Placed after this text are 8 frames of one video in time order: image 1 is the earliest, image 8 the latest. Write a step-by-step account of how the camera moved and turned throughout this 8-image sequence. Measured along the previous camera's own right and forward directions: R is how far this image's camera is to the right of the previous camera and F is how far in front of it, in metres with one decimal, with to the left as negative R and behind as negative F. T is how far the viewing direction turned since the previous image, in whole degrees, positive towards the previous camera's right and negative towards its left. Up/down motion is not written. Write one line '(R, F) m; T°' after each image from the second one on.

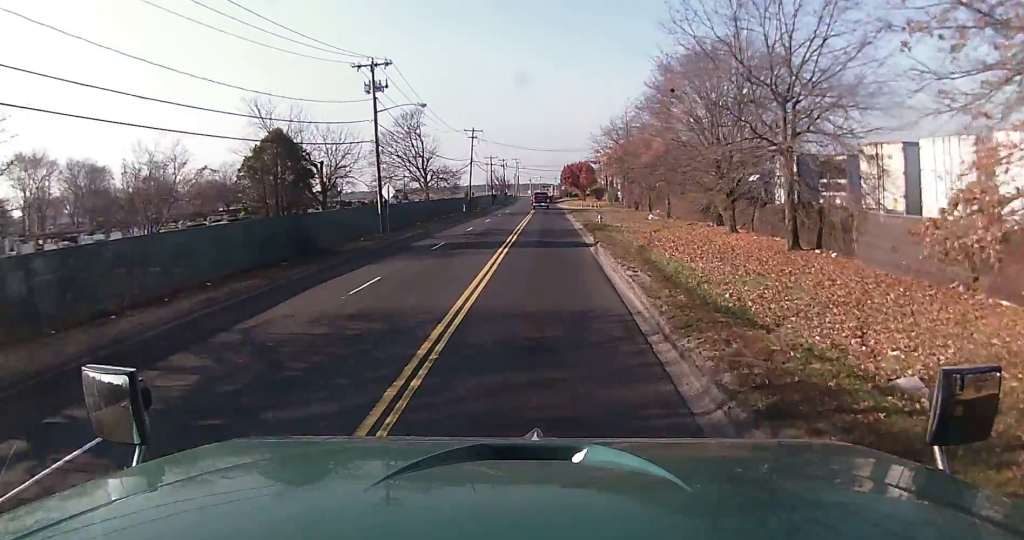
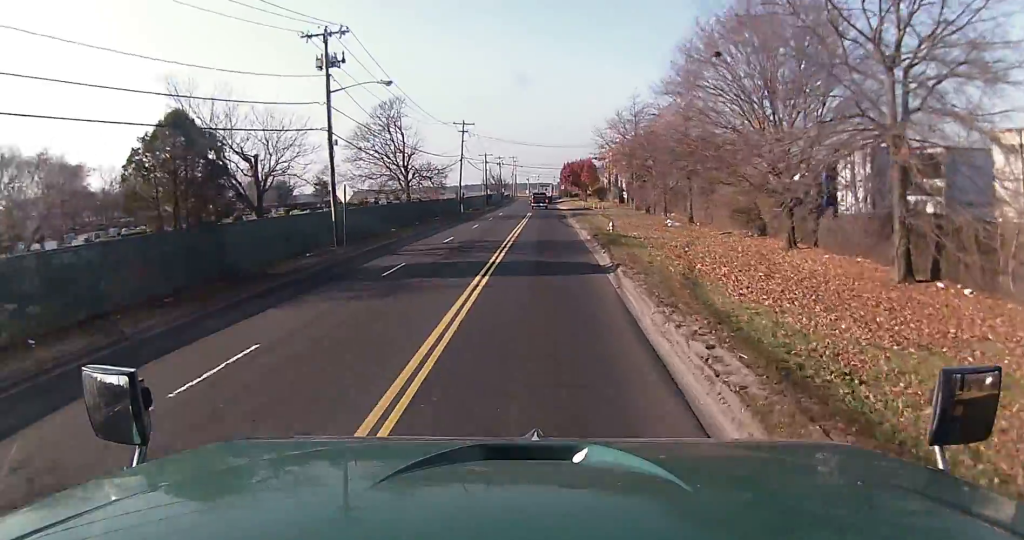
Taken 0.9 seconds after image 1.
(-0.2, +7.2) m; -1°
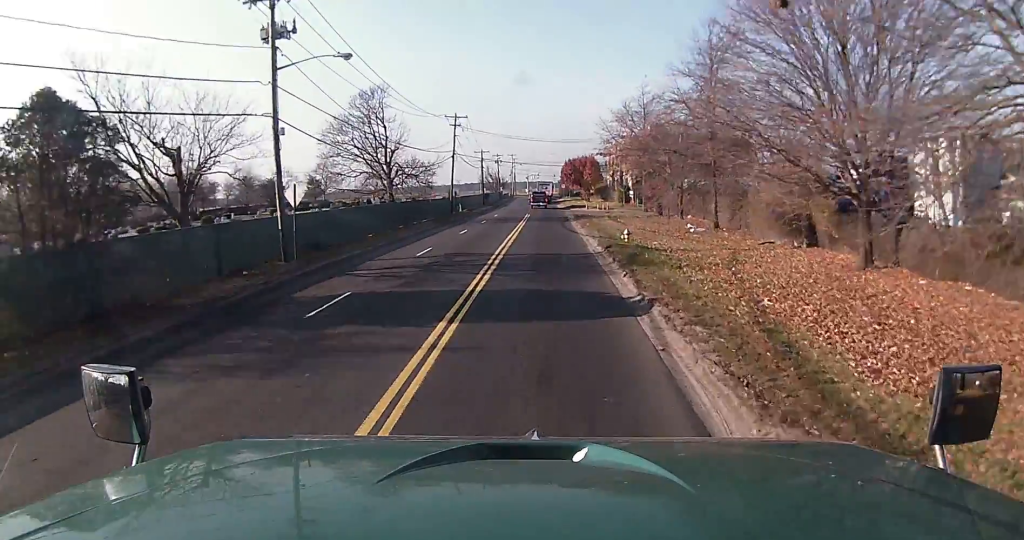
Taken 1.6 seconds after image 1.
(-0.1, +5.7) m; 0°
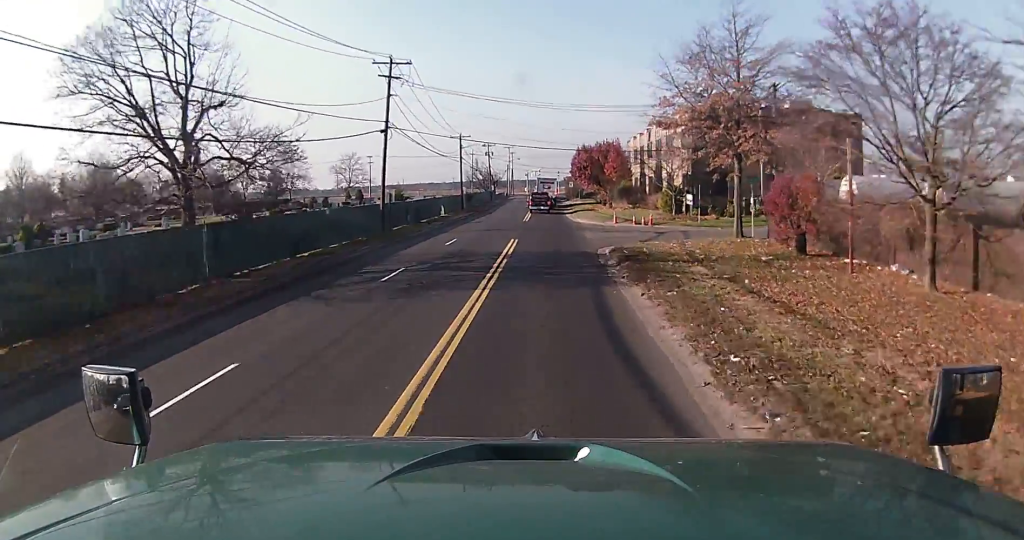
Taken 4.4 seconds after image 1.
(+0.1, +28.2) m; +2°
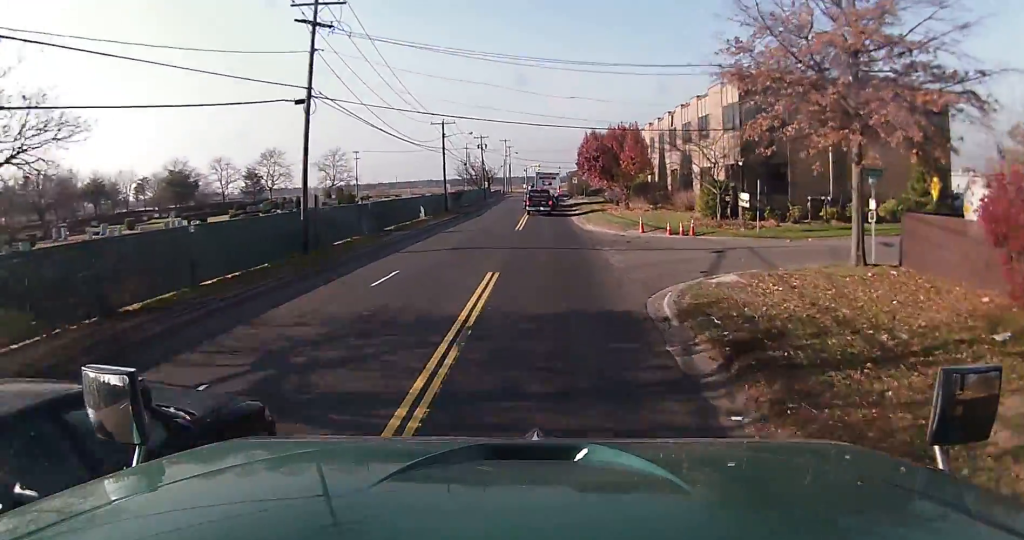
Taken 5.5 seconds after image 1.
(+0.4, +12.6) m; 0°
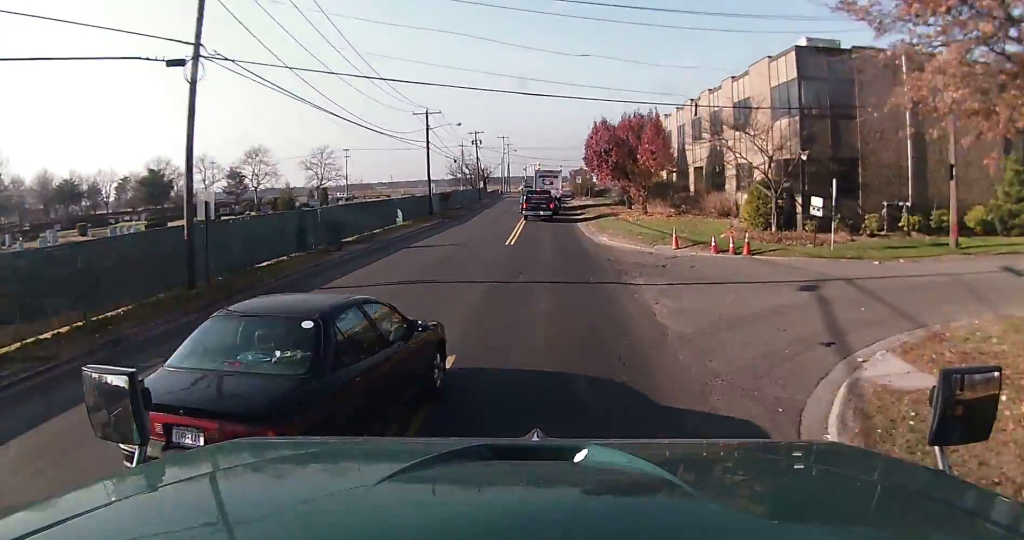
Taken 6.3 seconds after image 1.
(-0.3, +8.7) m; -1°
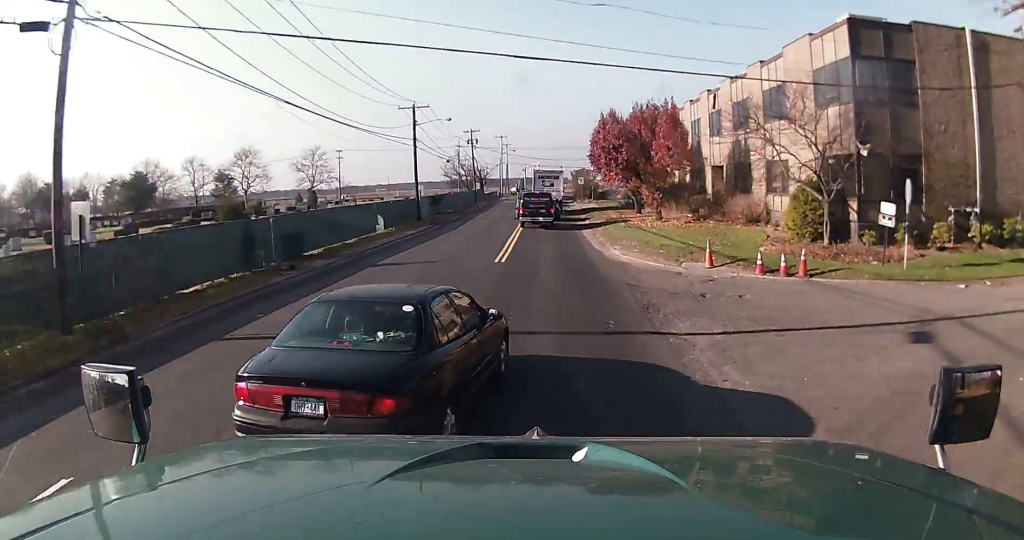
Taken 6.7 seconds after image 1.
(+0.1, +5.5) m; 0°
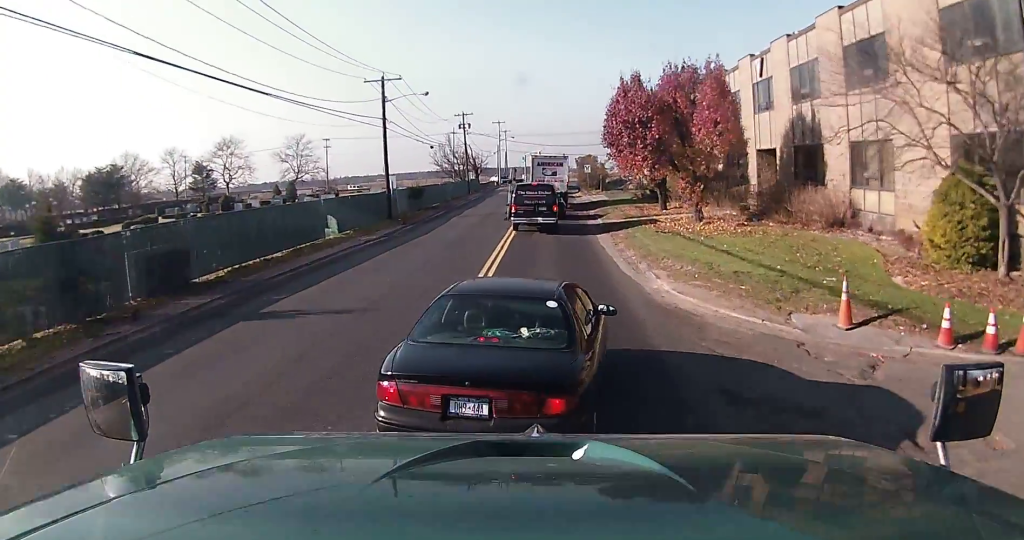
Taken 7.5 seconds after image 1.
(0.0, +10.2) m; 0°
